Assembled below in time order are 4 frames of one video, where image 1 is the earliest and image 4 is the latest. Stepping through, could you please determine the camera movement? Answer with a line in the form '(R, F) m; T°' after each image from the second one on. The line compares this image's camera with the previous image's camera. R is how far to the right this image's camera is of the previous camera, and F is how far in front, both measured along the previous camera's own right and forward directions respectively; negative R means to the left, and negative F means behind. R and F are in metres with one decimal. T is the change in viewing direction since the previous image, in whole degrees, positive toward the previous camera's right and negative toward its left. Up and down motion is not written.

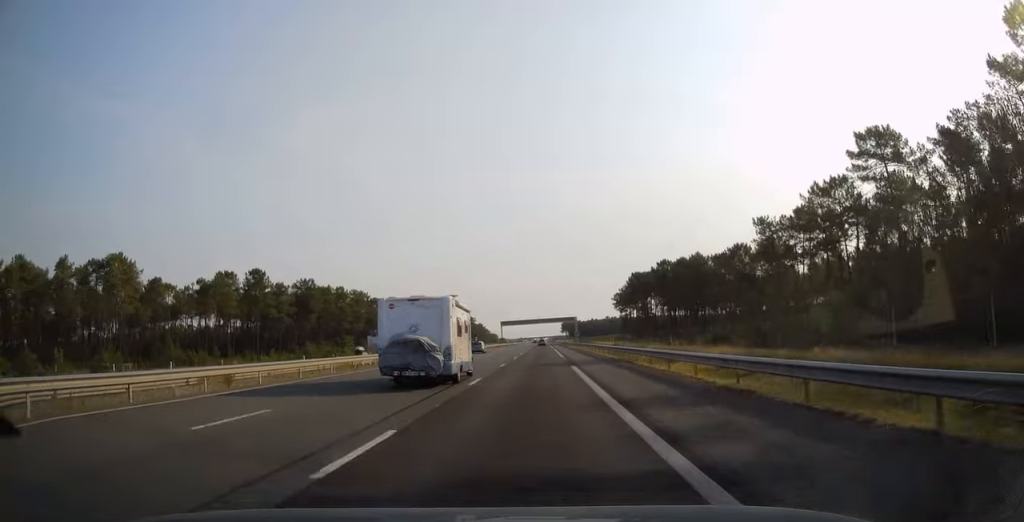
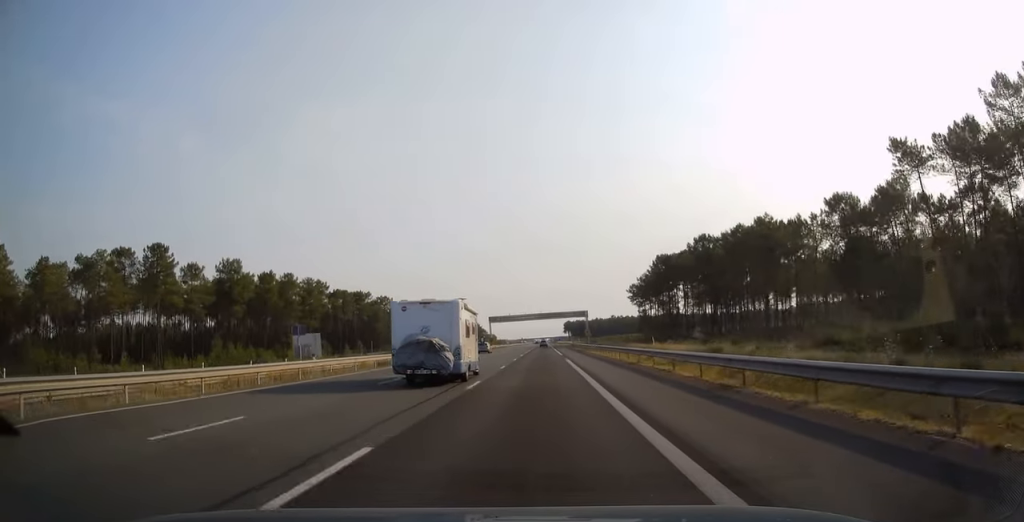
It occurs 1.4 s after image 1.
(-0.1, +40.5) m; 0°
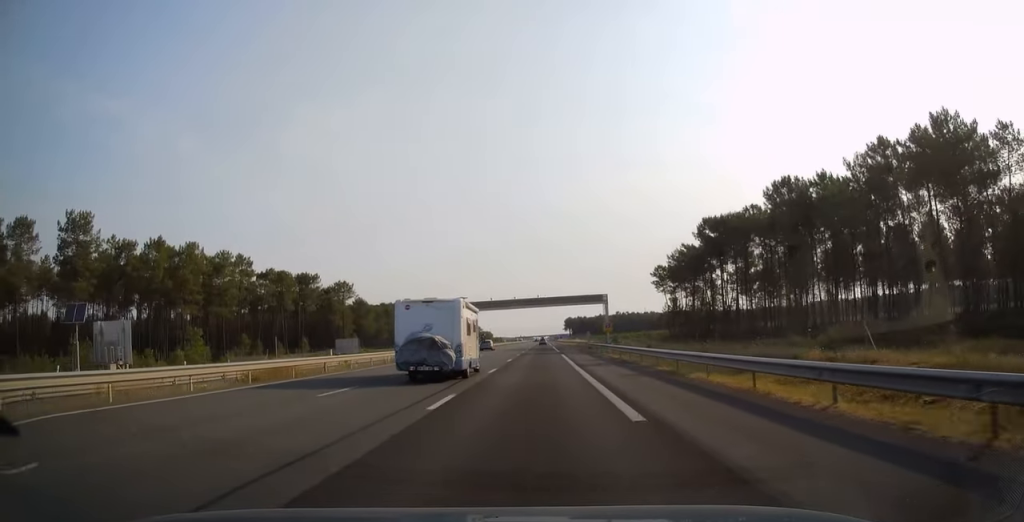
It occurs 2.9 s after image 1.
(+0.3, +44.8) m; 0°
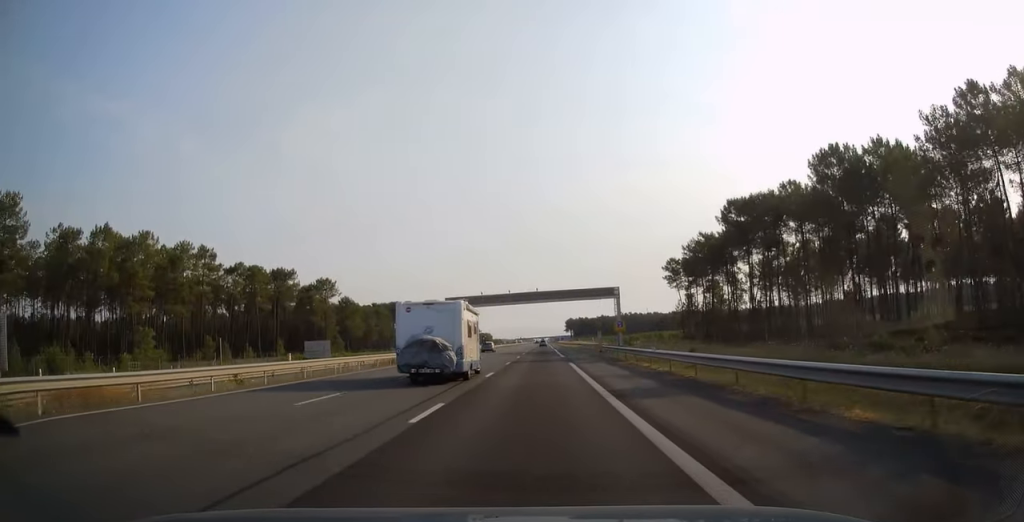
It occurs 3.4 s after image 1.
(0.0, +14.8) m; 0°
